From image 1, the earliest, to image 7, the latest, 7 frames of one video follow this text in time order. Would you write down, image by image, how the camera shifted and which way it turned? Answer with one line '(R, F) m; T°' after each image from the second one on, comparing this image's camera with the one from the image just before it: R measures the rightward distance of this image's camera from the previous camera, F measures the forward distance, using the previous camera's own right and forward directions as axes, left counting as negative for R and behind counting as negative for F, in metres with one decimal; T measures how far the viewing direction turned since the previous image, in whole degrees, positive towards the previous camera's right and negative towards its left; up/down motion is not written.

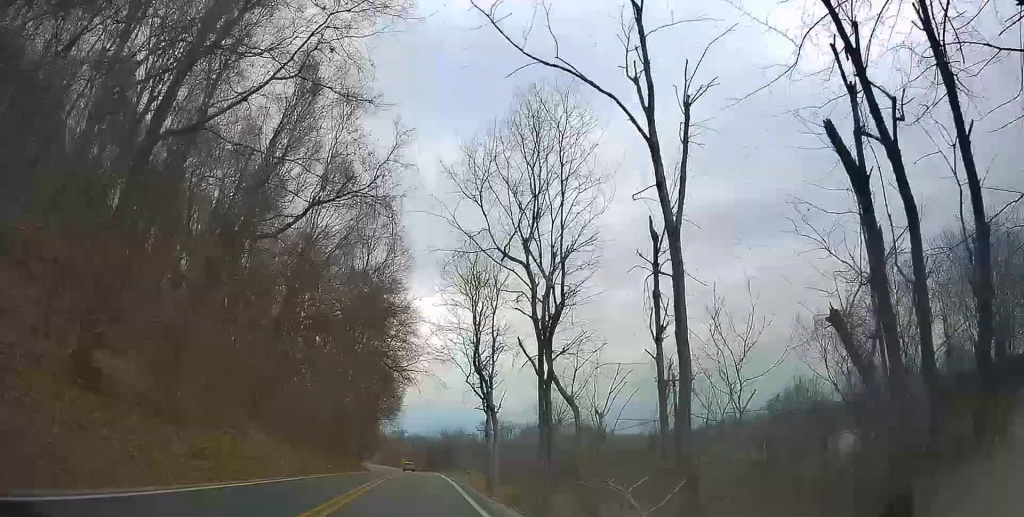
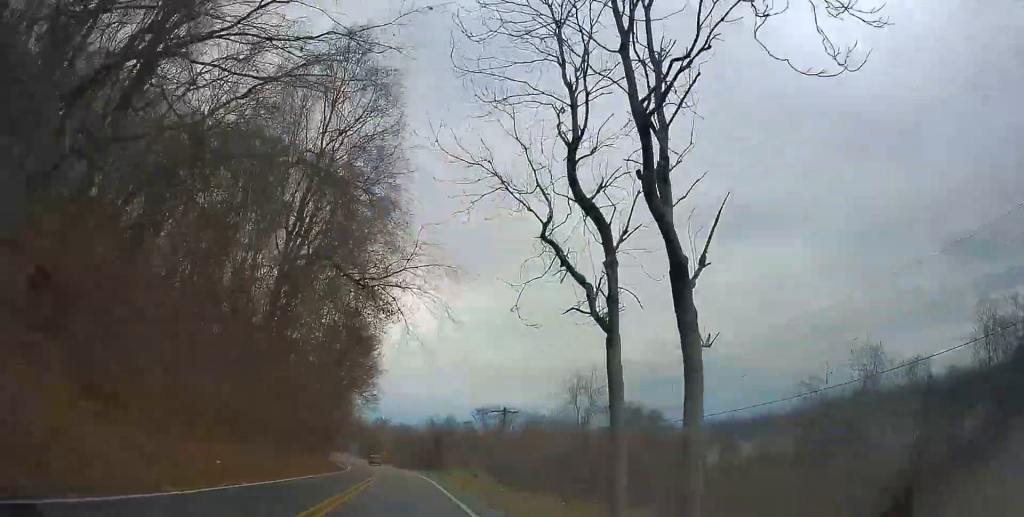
(+0.8, +29.5) m; +2°
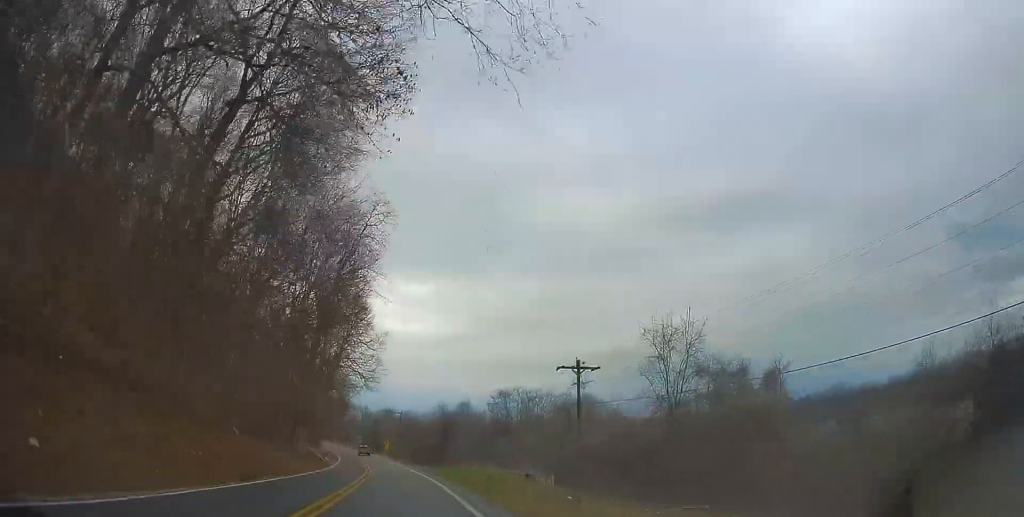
(+0.3, +23.6) m; 0°
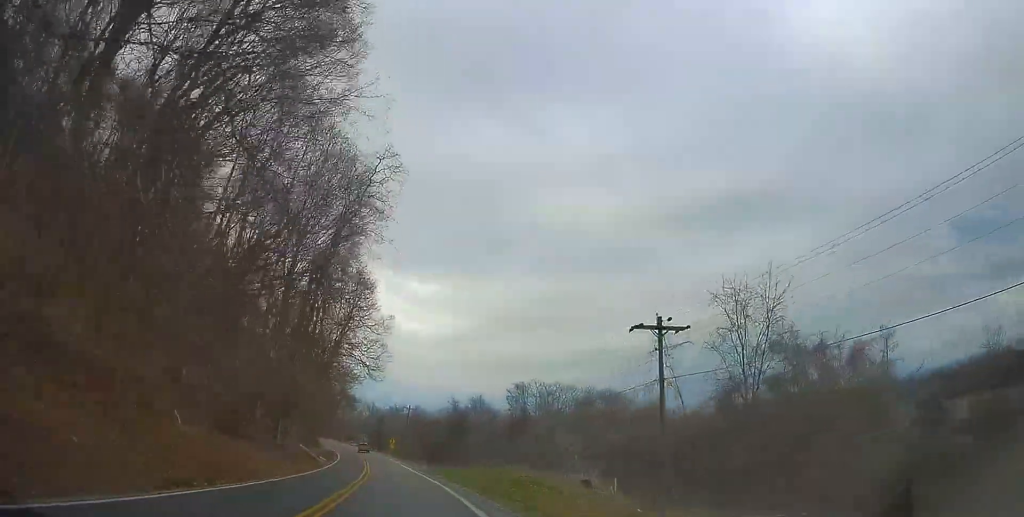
(+0.1, +10.6) m; -1°
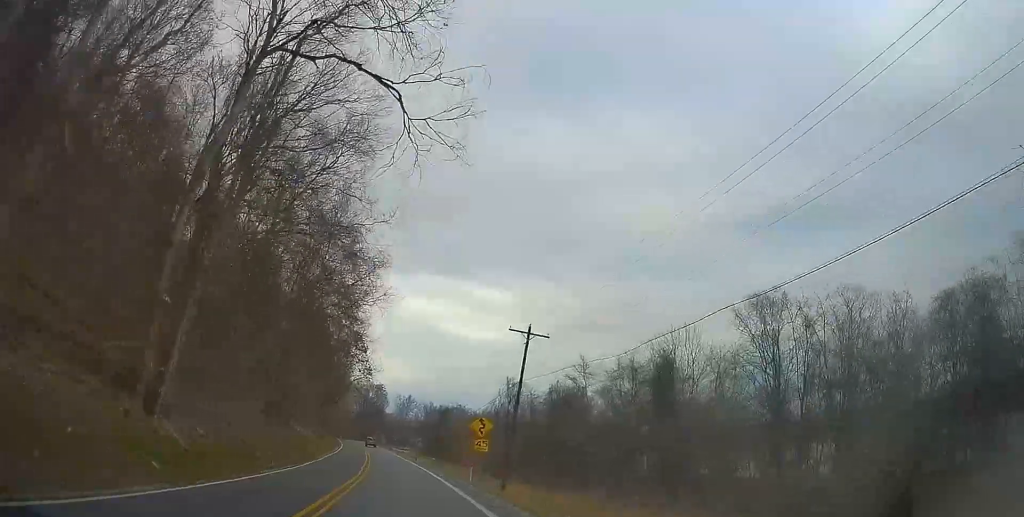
(-2.8, +69.8) m; -9°
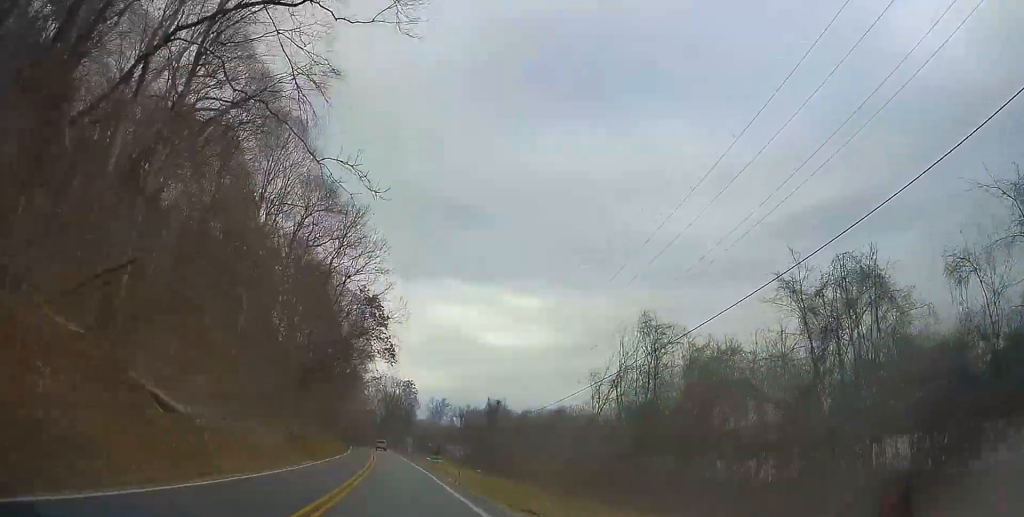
(-0.6, +39.8) m; +1°
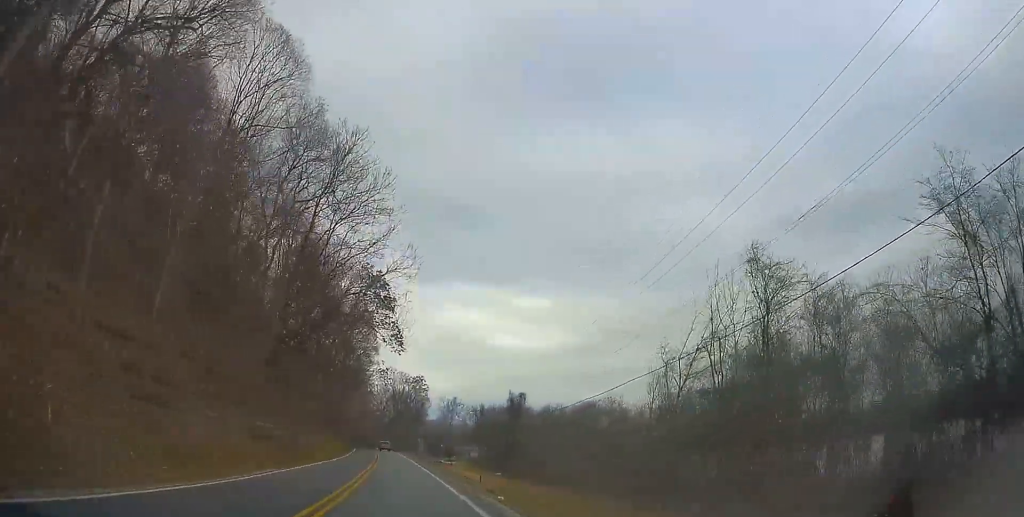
(+0.4, +13.7) m; -1°
